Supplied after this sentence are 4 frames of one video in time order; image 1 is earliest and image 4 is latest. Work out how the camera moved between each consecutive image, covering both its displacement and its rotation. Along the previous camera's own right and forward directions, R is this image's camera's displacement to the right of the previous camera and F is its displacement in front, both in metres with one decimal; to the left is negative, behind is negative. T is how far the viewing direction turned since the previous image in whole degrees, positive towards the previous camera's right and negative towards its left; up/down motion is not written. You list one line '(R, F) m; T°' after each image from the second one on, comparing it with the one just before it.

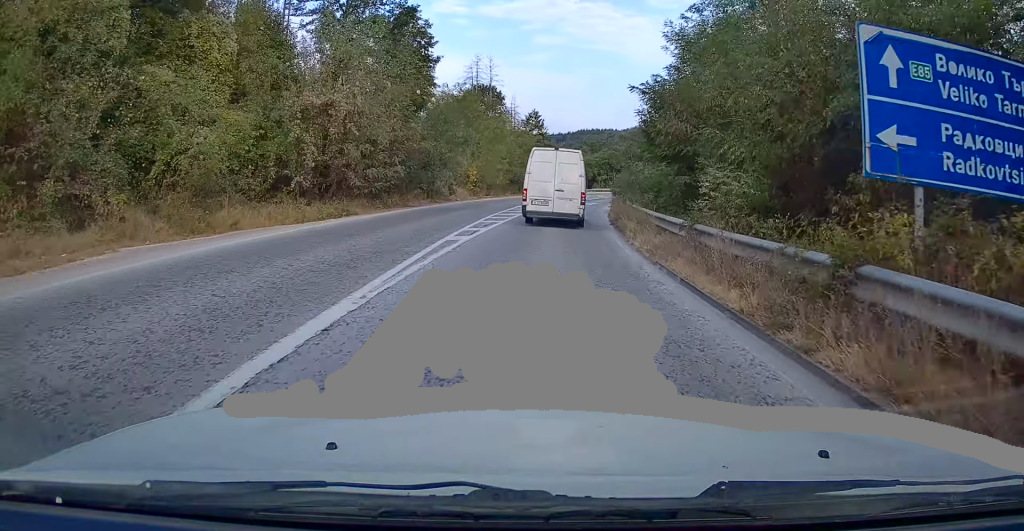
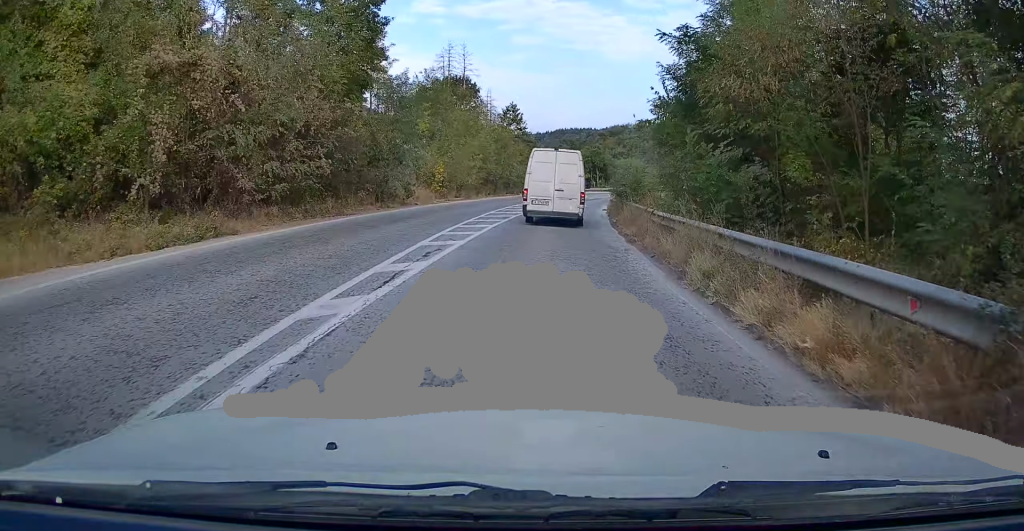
(+0.2, +8.2) m; +2°
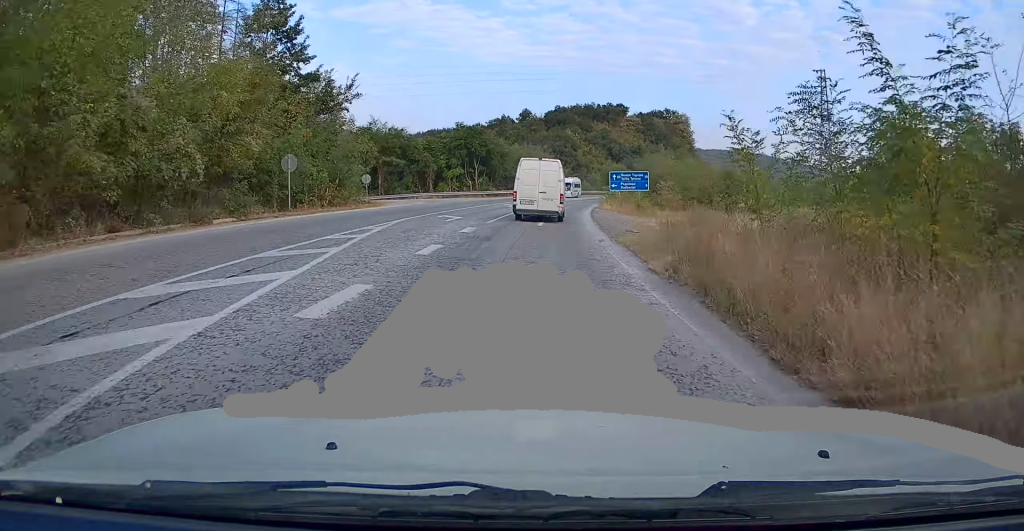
(+5.3, +52.5) m; +11°
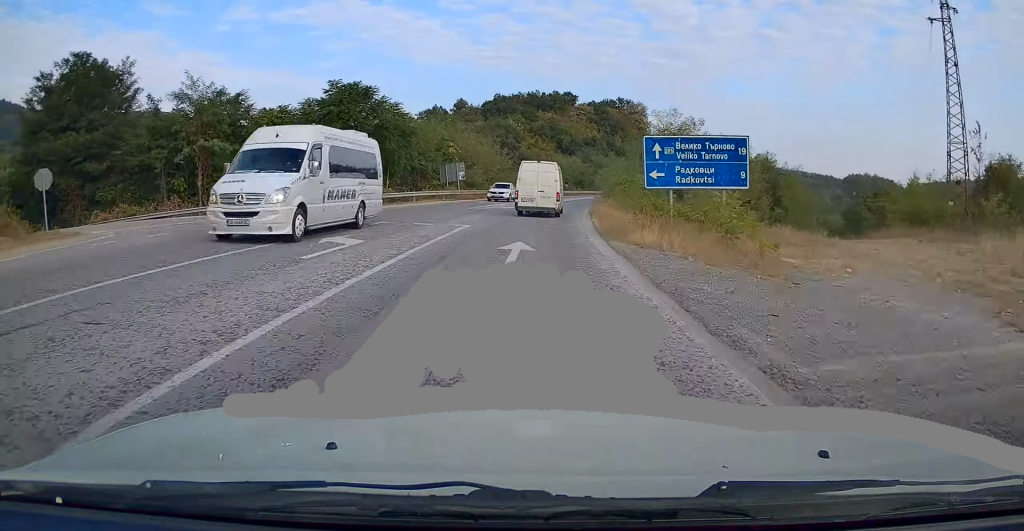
(+1.6, +31.8) m; +5°
